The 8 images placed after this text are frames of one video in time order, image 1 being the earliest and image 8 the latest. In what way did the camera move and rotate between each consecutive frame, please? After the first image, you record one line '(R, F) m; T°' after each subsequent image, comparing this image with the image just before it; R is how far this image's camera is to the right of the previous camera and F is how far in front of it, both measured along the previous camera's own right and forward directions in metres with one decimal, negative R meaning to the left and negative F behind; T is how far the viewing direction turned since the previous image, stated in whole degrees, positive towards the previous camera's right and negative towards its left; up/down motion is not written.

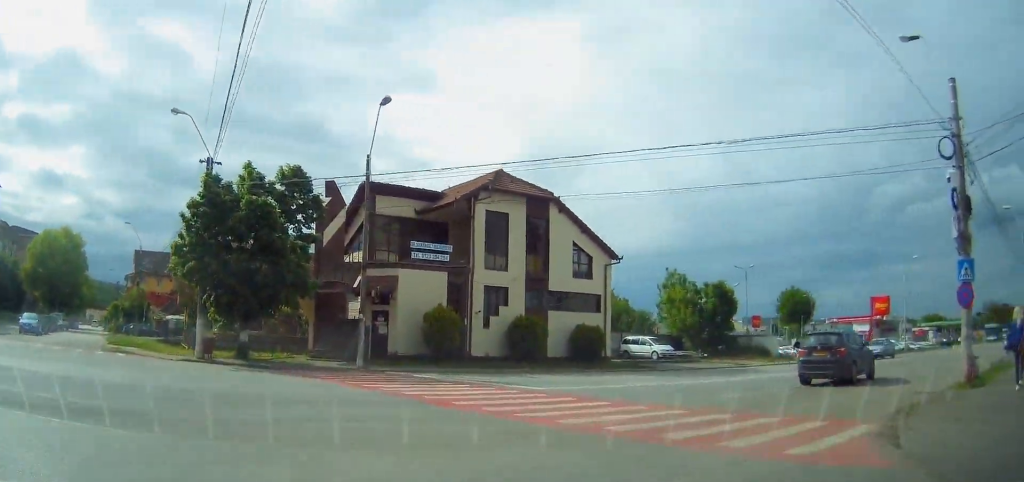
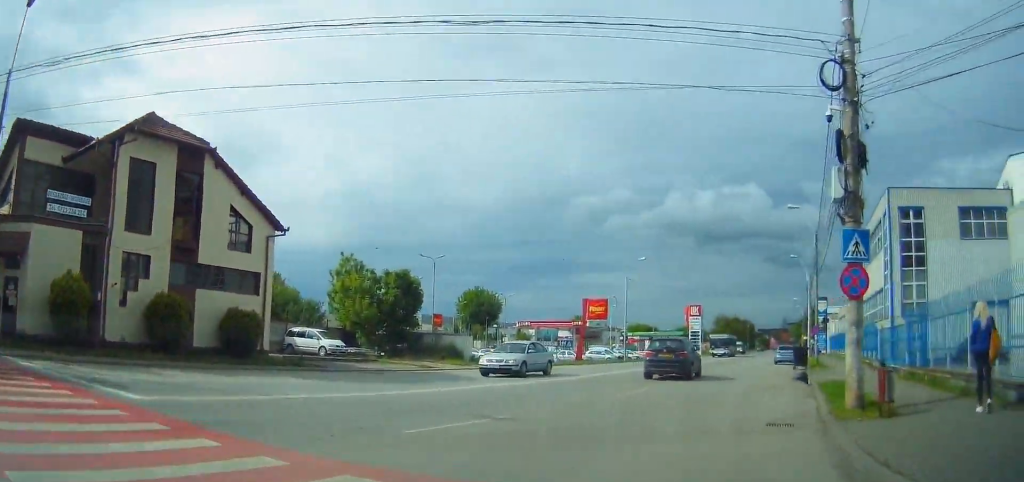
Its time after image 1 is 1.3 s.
(+3.1, +8.3) m; +18°
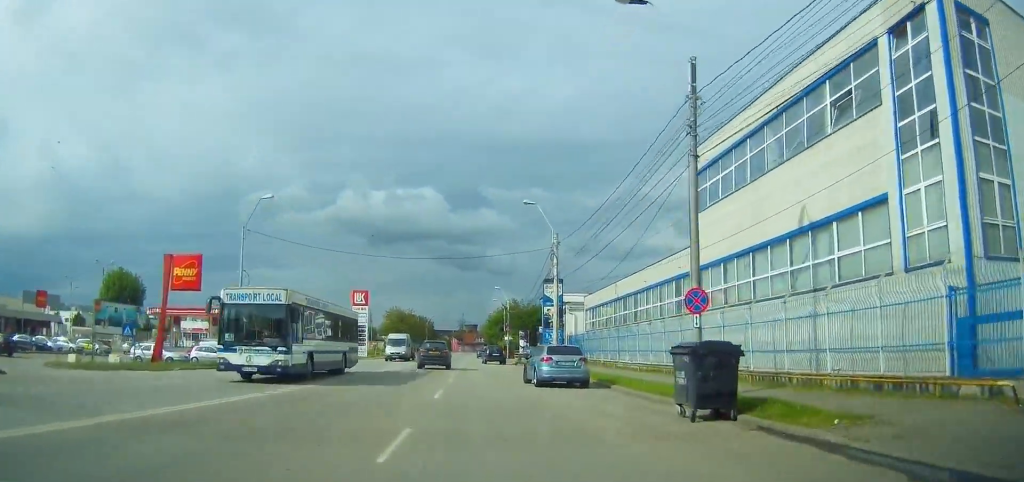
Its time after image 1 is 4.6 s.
(+6.5, +28.6) m; +16°
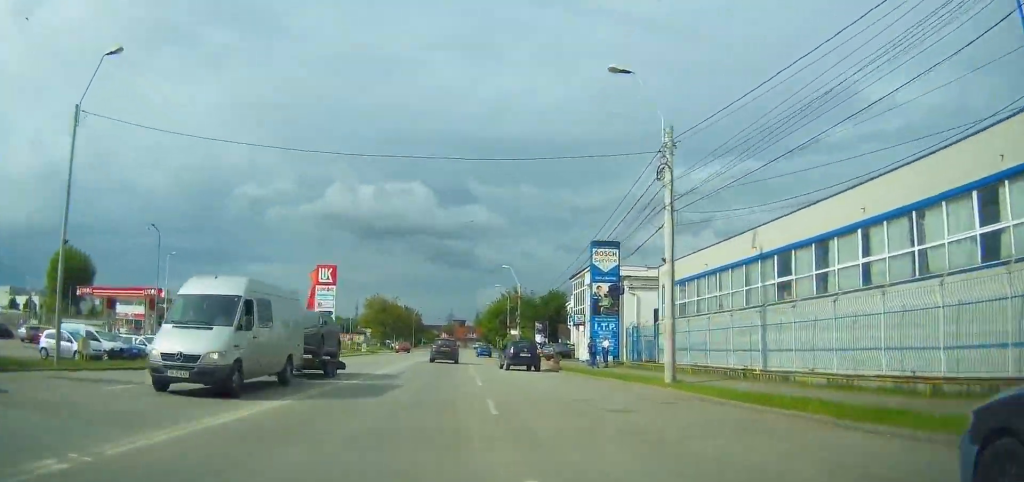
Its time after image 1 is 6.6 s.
(+0.5, +21.8) m; +2°
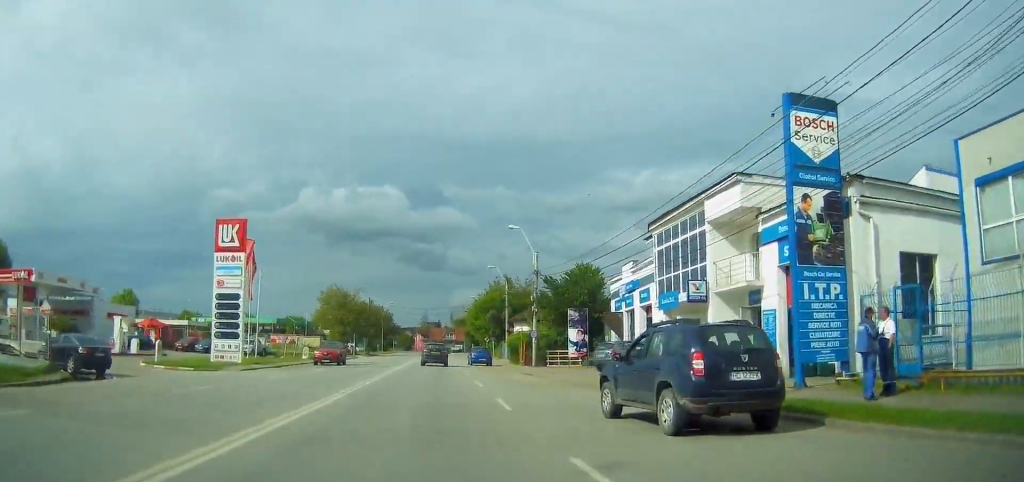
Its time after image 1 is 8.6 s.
(+0.4, +25.3) m; +1°
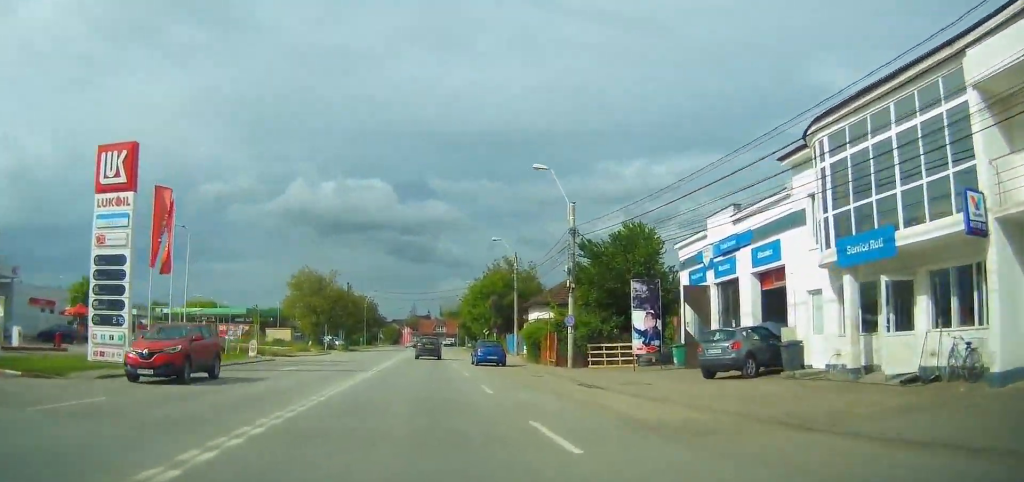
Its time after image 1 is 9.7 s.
(0.0, +14.8) m; 0°
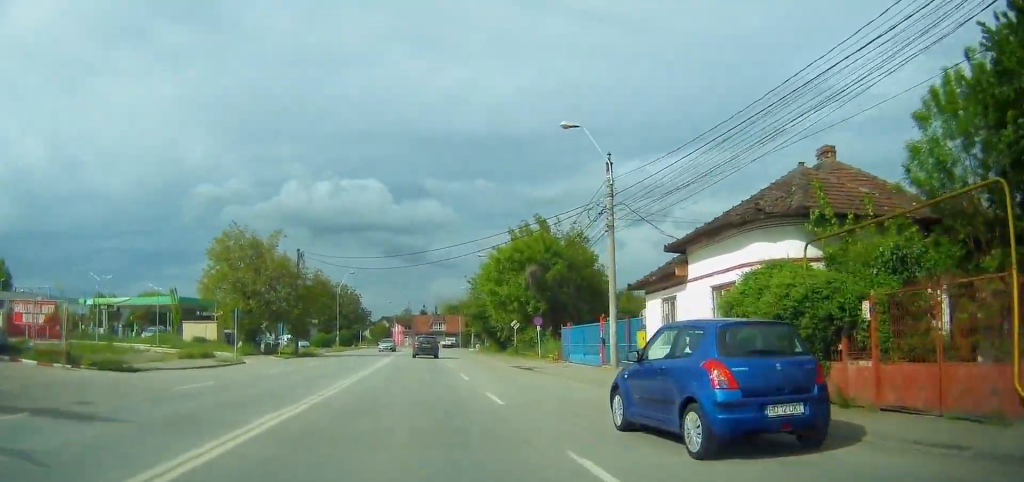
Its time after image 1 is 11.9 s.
(+0.3, +30.8) m; +1°
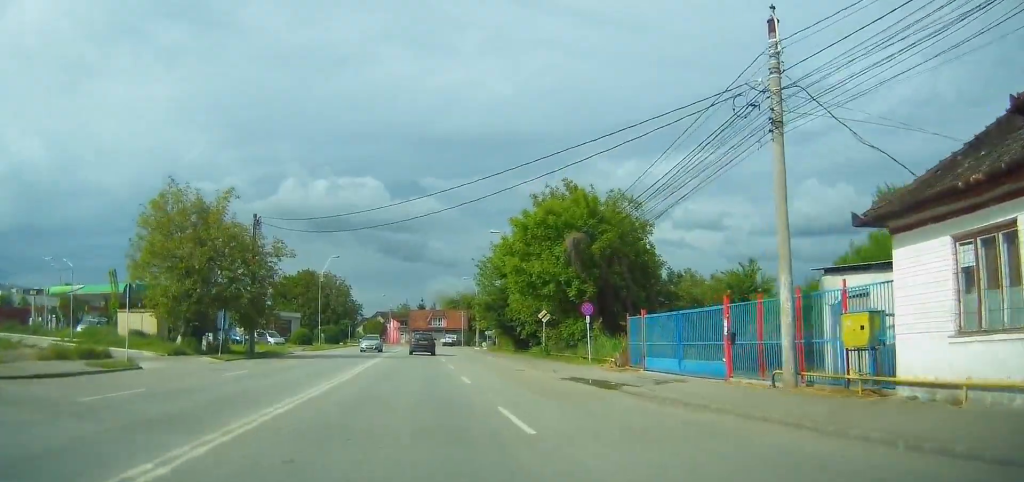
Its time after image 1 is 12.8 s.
(+0.1, +13.5) m; 0°
